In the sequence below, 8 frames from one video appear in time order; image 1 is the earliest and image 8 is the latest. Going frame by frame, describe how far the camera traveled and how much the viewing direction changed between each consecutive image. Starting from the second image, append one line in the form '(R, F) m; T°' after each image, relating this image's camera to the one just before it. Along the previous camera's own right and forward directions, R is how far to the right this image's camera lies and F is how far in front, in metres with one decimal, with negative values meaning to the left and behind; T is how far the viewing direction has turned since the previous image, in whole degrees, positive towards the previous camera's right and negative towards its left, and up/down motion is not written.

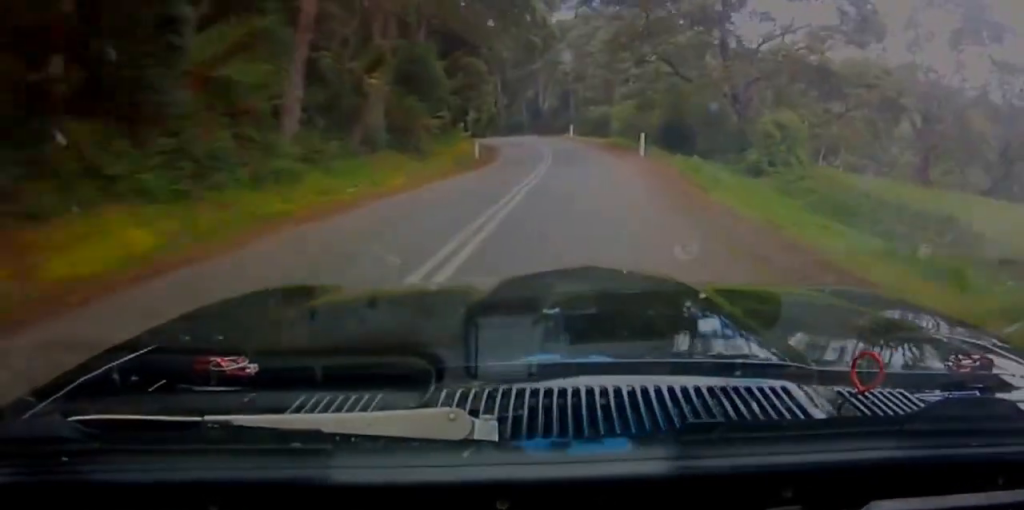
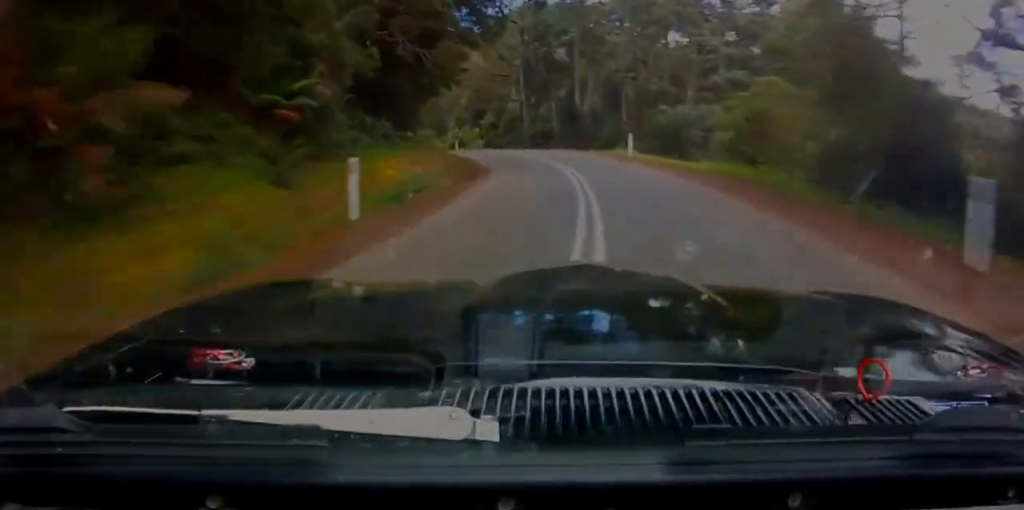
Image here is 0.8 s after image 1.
(+3.1, +22.0) m; +7°
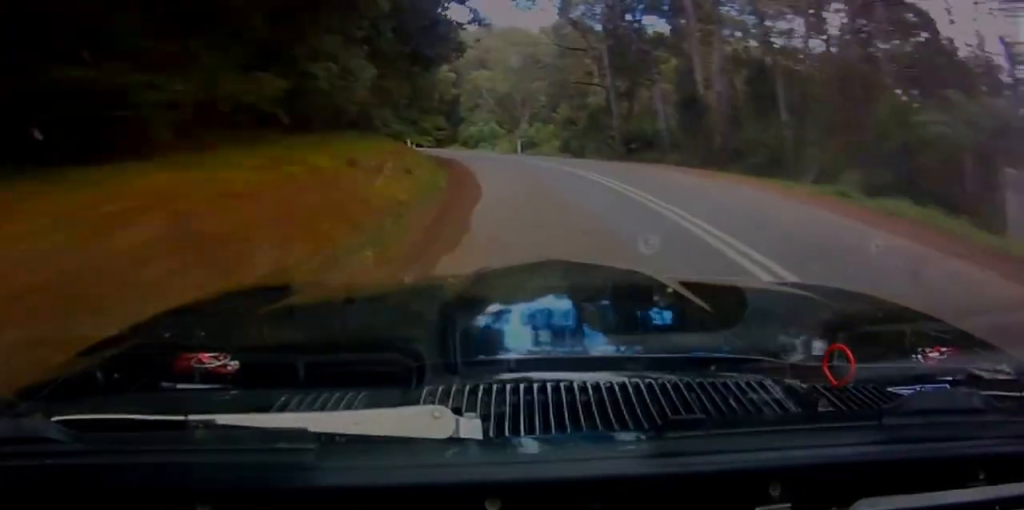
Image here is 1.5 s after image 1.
(+1.0, +21.9) m; +3°
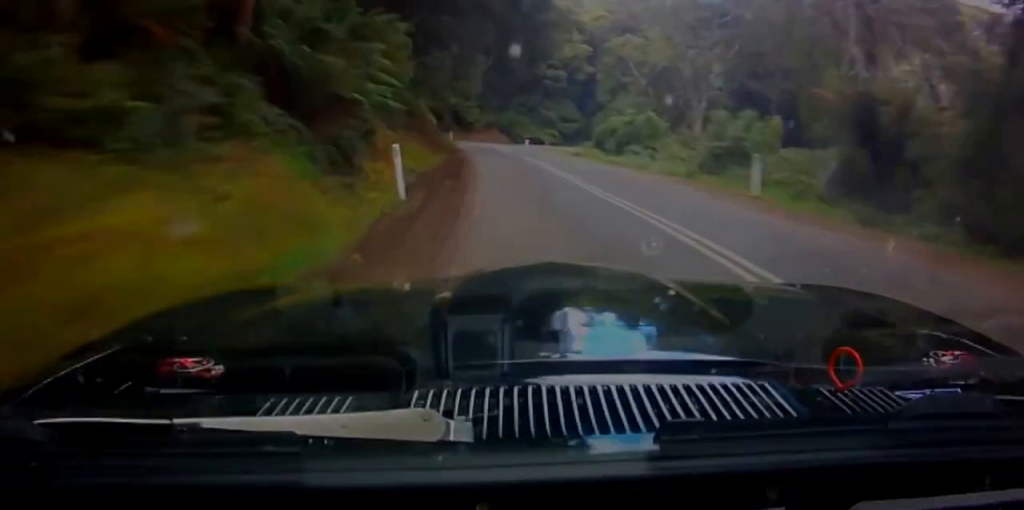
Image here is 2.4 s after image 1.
(0.0, +27.5) m; -2°
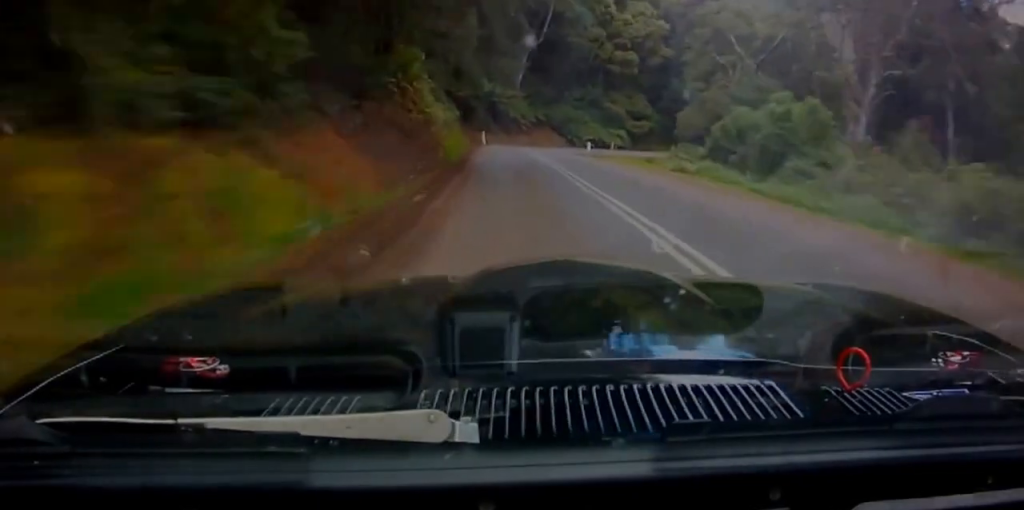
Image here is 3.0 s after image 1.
(+0.6, +18.4) m; -4°
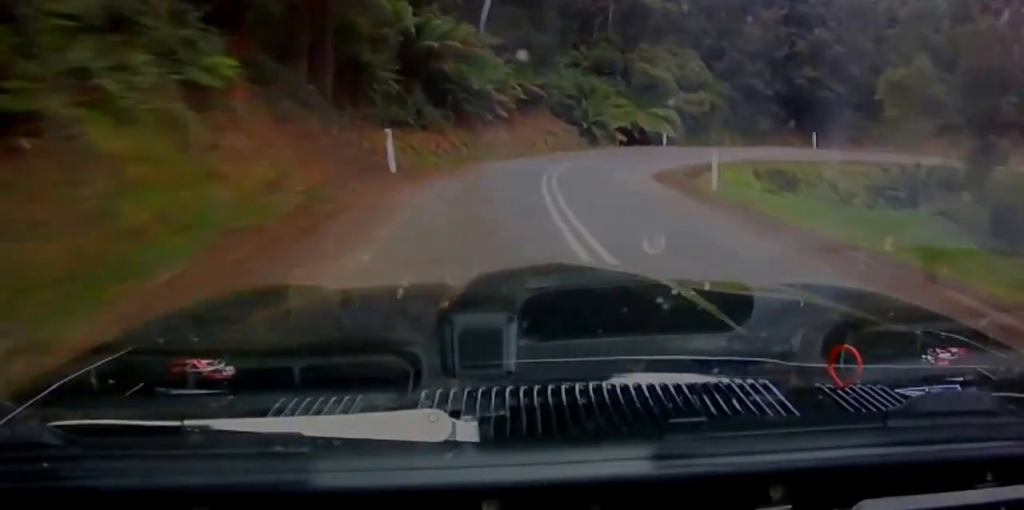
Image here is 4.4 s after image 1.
(-4.1, +40.1) m; -6°
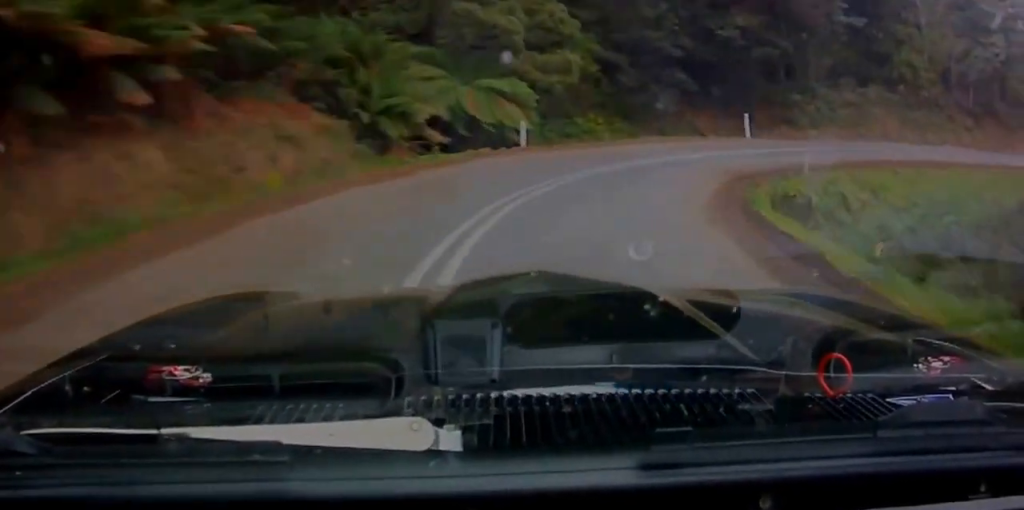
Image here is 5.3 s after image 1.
(+0.1, +26.0) m; +2°
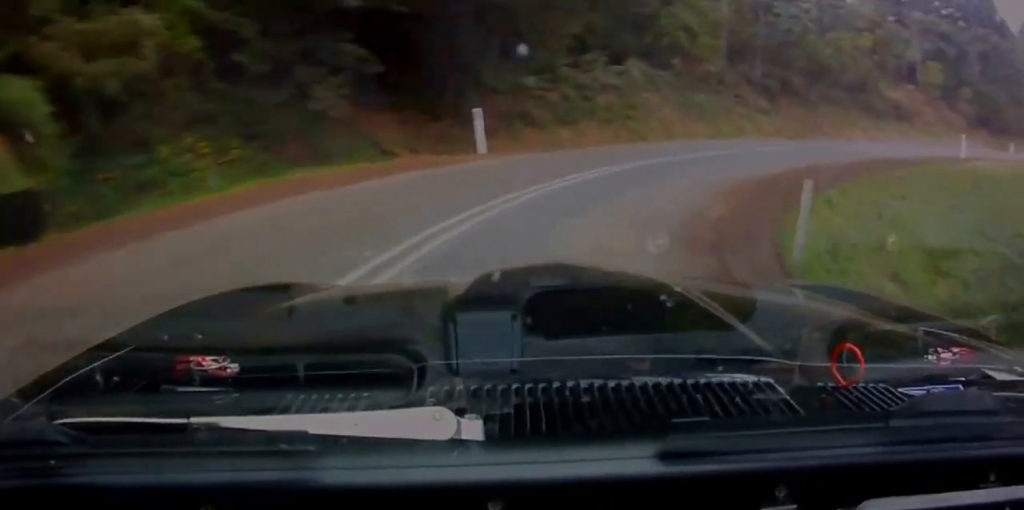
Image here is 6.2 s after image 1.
(+0.5, +20.3) m; +10°
